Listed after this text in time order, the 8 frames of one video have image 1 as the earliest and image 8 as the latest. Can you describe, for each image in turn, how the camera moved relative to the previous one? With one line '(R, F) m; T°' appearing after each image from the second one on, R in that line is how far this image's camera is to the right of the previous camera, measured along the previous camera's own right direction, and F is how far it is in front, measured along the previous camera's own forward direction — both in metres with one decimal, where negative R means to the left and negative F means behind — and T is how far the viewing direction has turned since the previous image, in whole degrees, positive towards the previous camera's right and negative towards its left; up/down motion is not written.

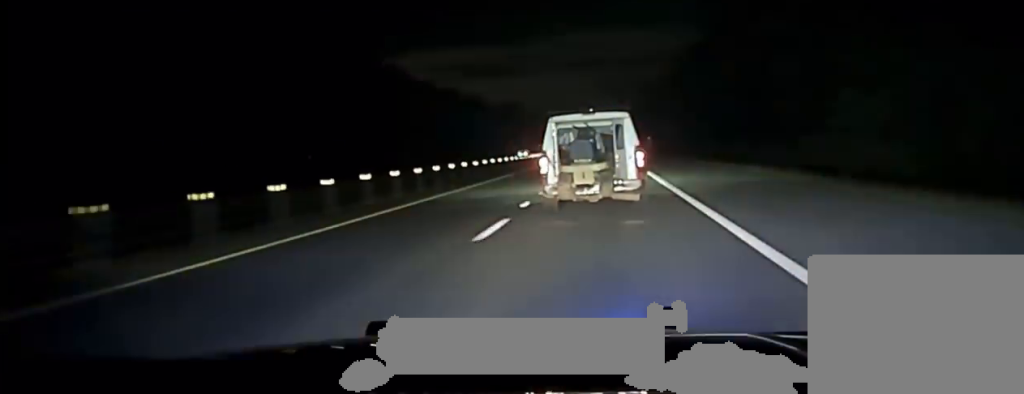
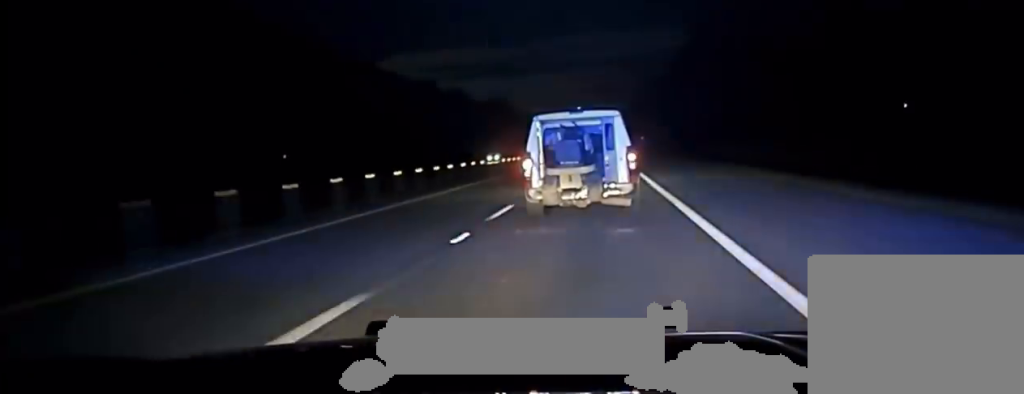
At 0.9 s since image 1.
(0.0, +31.6) m; 0°
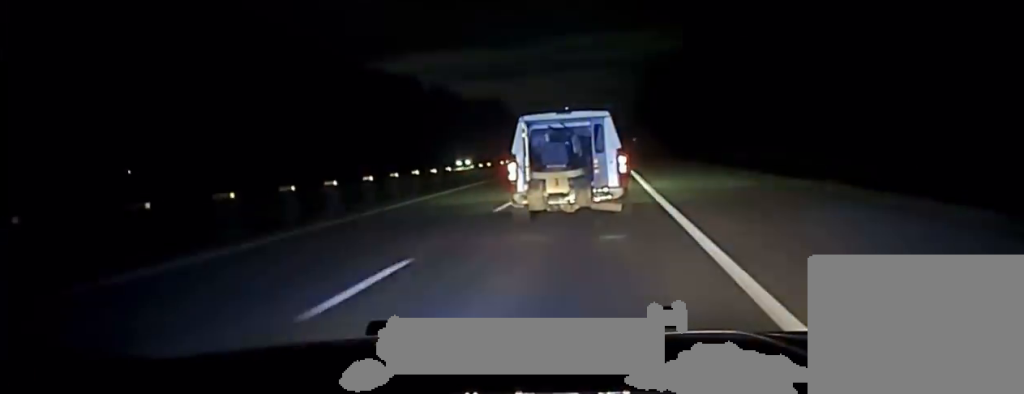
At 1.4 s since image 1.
(0.0, +20.4) m; 0°
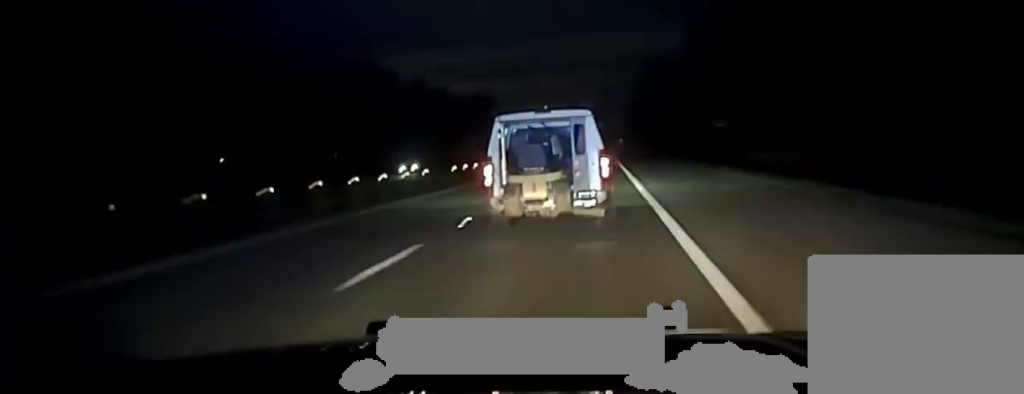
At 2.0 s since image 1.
(0.0, +21.5) m; 0°
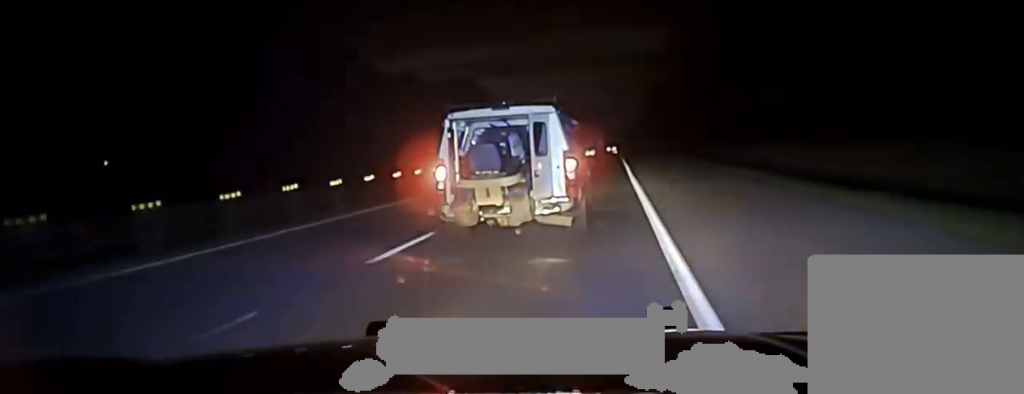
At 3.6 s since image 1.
(-0.1, +63.8) m; 0°
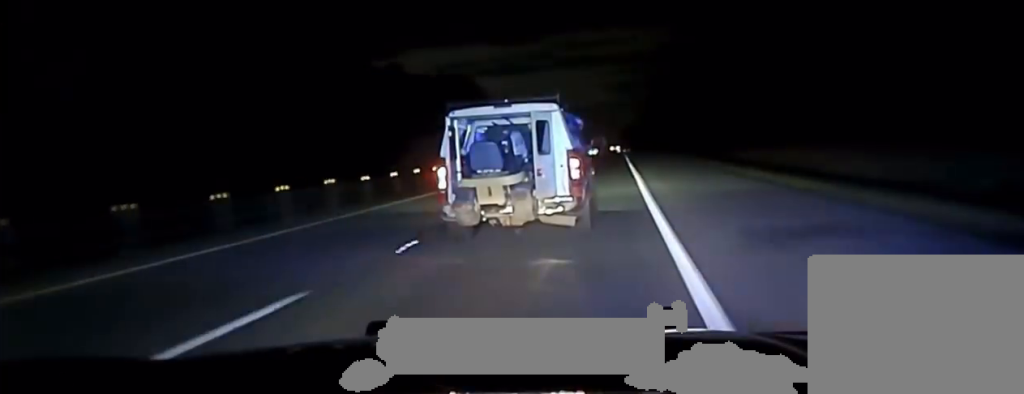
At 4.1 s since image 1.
(-0.2, +20.1) m; 0°
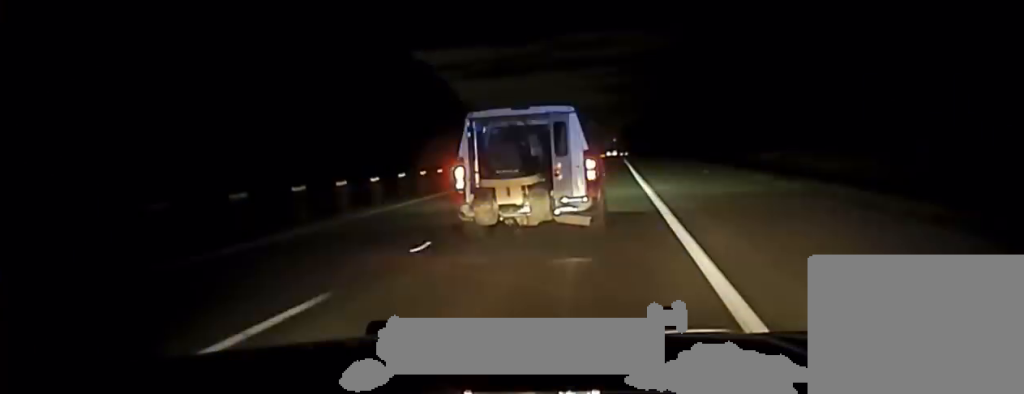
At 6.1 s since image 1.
(-0.2, +78.1) m; 0°
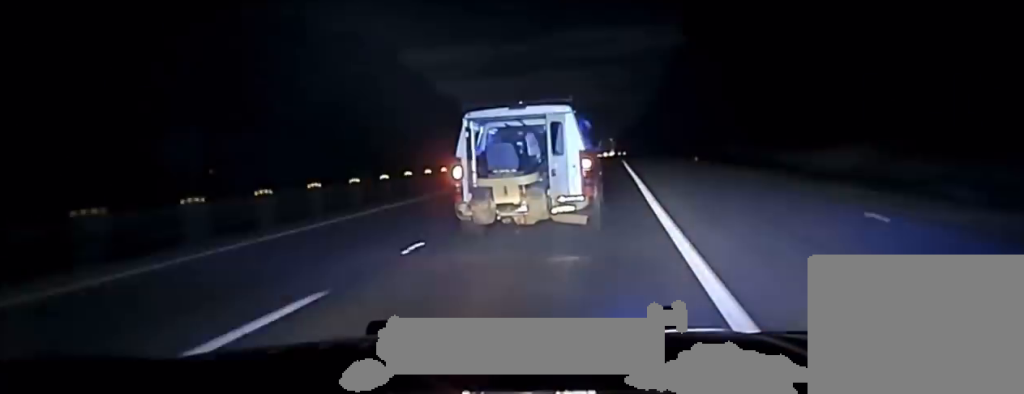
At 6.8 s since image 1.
(+0.1, +25.6) m; 0°
